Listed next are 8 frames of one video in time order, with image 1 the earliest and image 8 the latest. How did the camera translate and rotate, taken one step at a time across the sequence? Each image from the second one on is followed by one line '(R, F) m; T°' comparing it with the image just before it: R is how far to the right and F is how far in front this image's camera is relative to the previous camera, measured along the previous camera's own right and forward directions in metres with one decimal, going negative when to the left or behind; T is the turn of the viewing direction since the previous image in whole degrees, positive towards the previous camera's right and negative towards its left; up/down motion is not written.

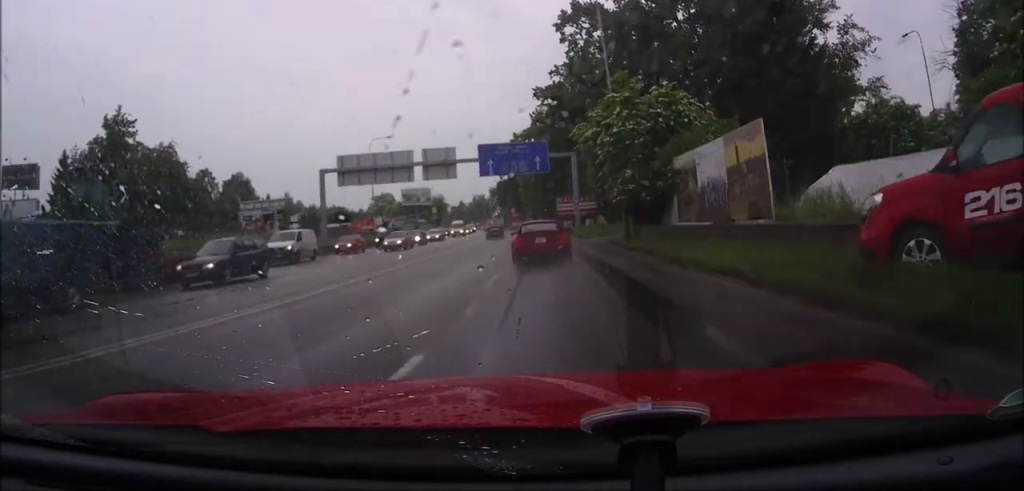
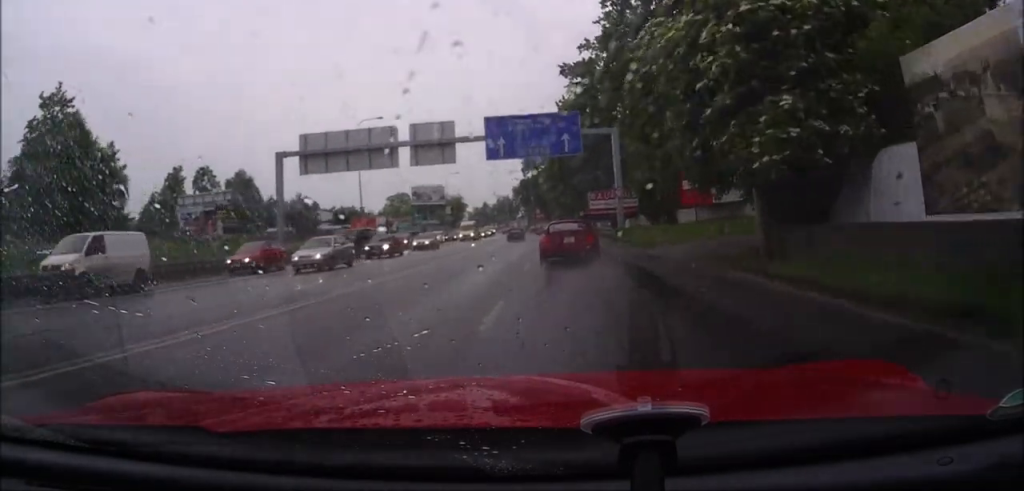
(-0.2, +13.8) m; -1°
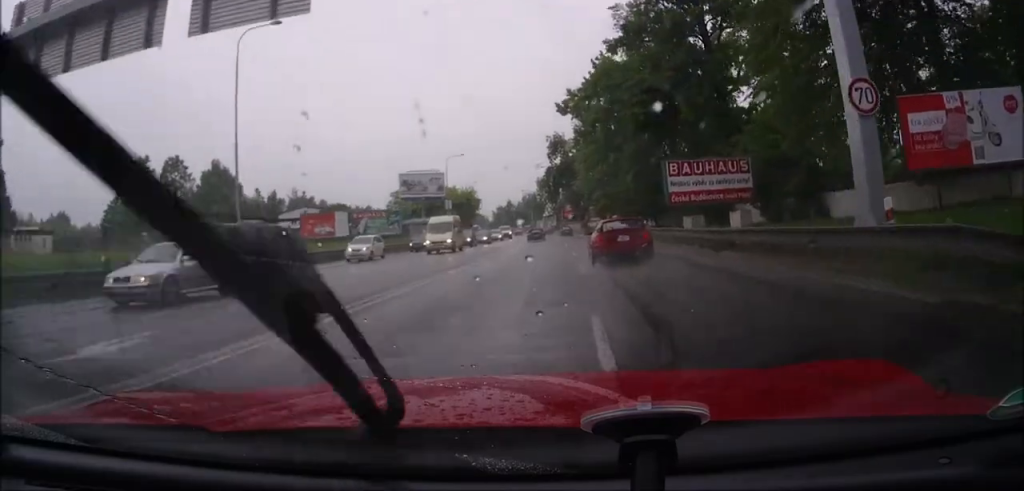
(-0.1, +27.7) m; -2°
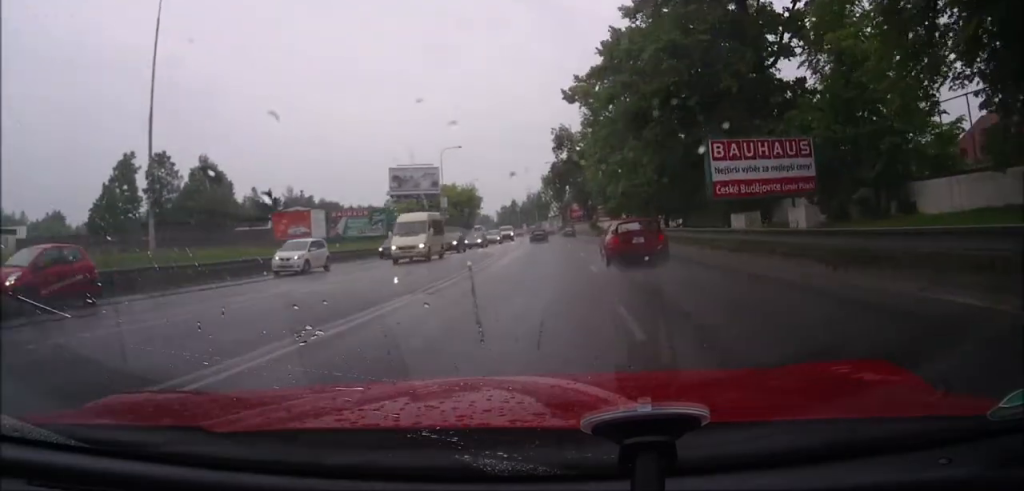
(-0.2, +8.0) m; -1°
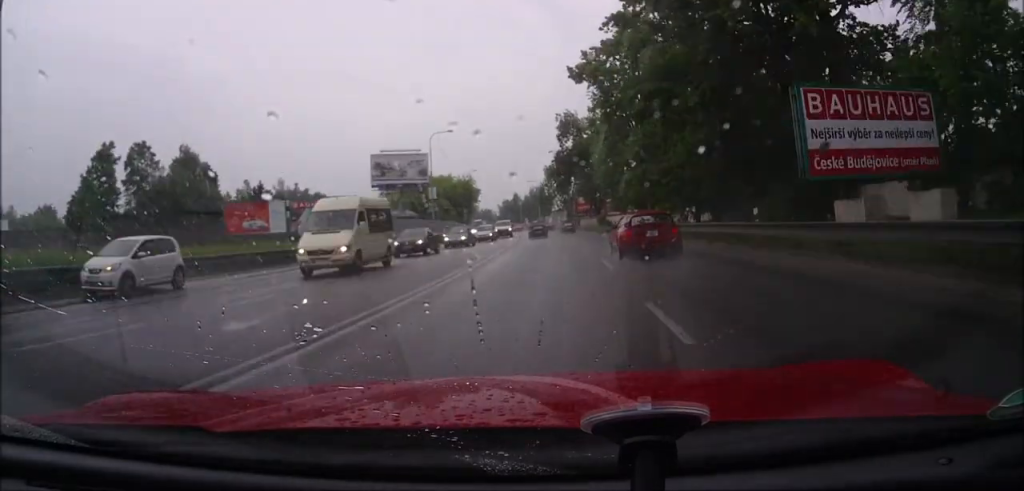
(-0.2, +9.3) m; -1°
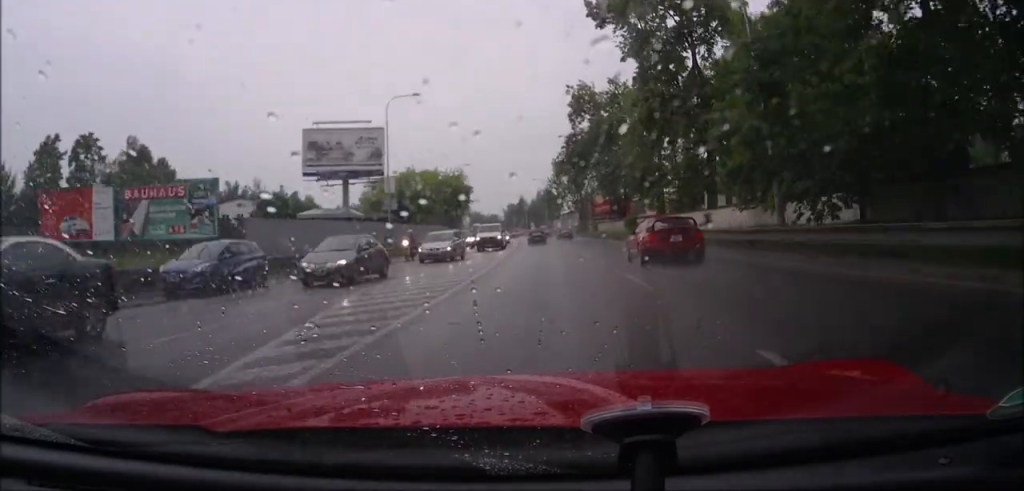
(-0.3, +21.2) m; -1°
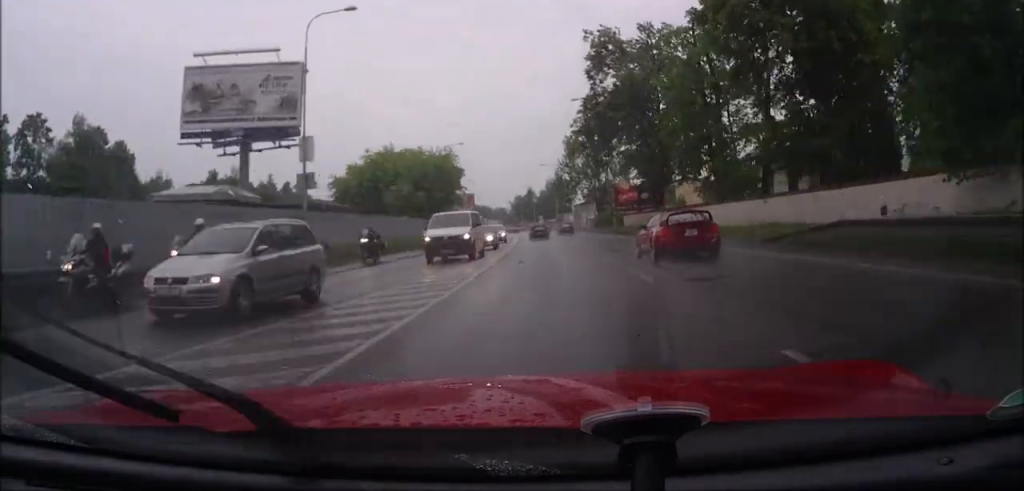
(-0.1, +18.2) m; 0°
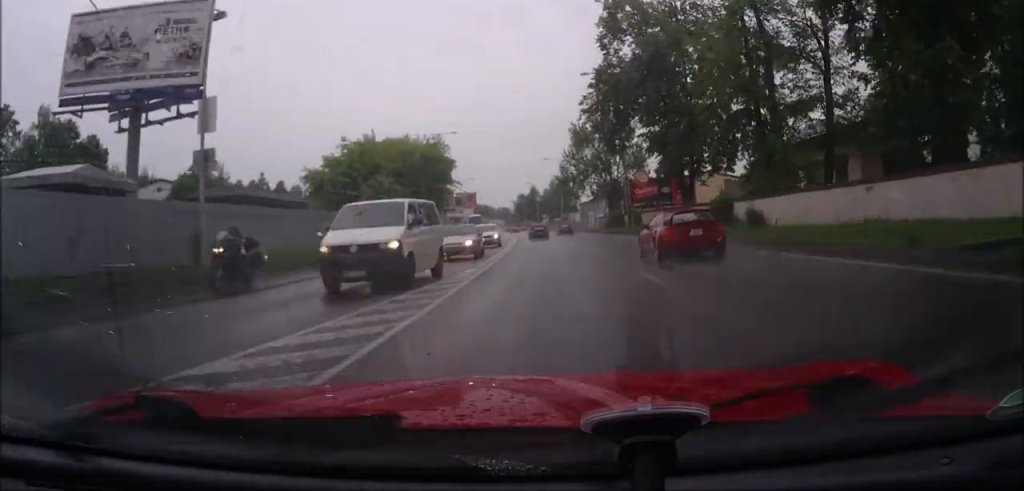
(0.0, +9.9) m; 0°
